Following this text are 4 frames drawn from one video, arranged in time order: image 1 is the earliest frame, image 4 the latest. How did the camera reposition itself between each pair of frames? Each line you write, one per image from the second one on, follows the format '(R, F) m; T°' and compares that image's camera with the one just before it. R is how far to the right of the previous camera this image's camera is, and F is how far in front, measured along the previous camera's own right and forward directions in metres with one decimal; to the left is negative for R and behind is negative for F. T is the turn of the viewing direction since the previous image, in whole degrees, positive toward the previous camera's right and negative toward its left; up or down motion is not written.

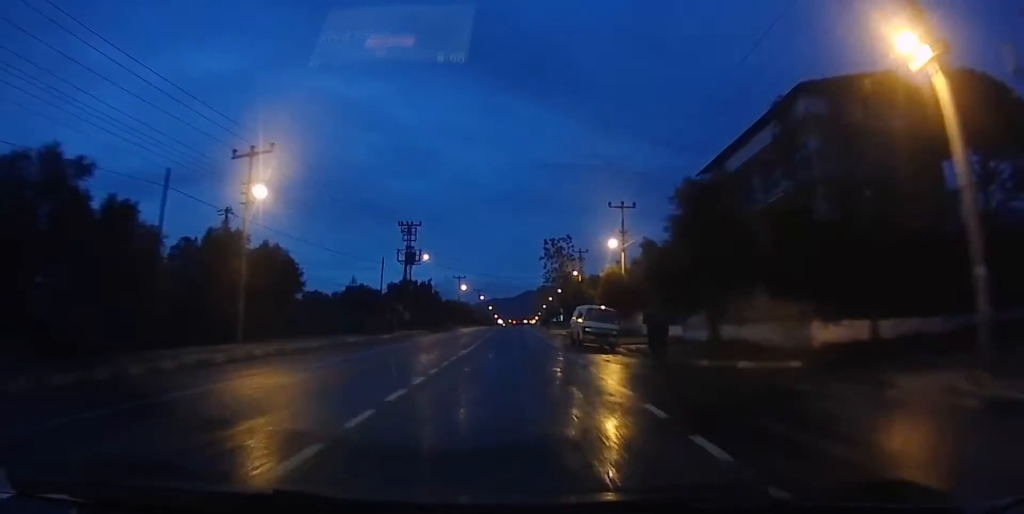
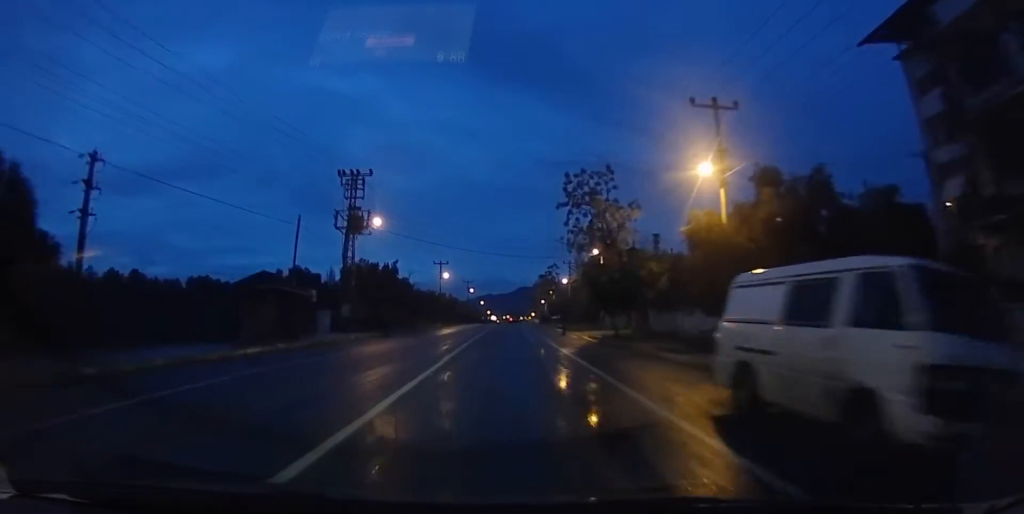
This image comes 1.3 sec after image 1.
(0.0, +22.4) m; 0°
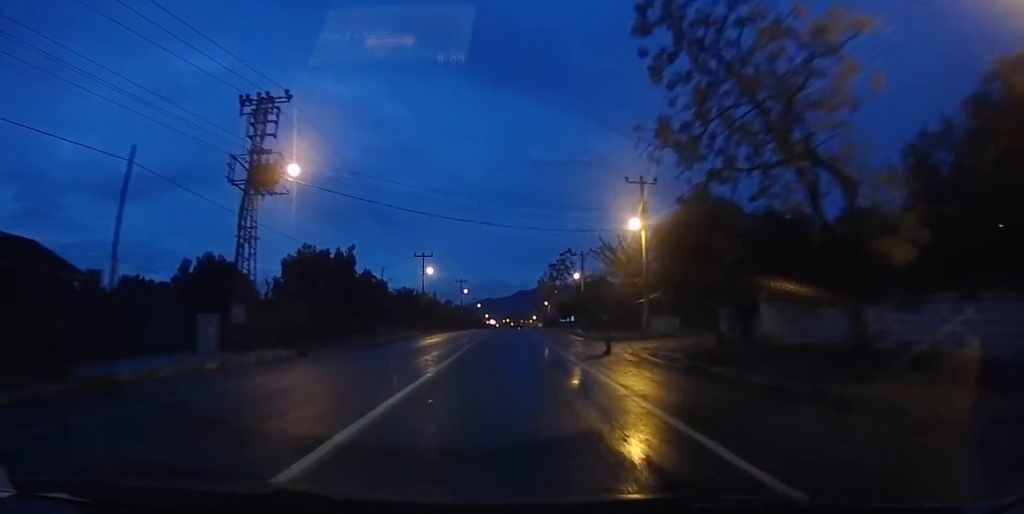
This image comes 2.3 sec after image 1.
(+0.1, +17.8) m; +1°
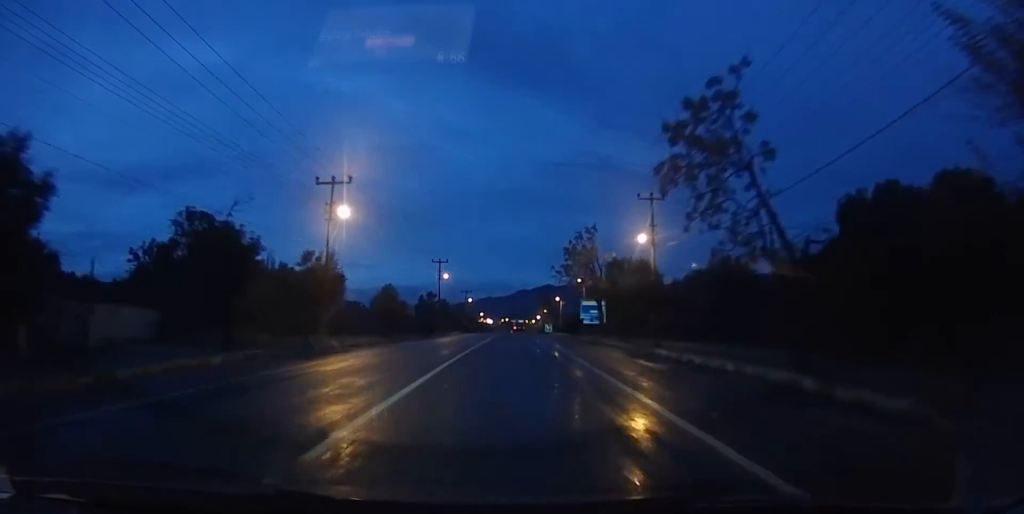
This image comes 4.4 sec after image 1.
(+0.4, +40.7) m; +1°
